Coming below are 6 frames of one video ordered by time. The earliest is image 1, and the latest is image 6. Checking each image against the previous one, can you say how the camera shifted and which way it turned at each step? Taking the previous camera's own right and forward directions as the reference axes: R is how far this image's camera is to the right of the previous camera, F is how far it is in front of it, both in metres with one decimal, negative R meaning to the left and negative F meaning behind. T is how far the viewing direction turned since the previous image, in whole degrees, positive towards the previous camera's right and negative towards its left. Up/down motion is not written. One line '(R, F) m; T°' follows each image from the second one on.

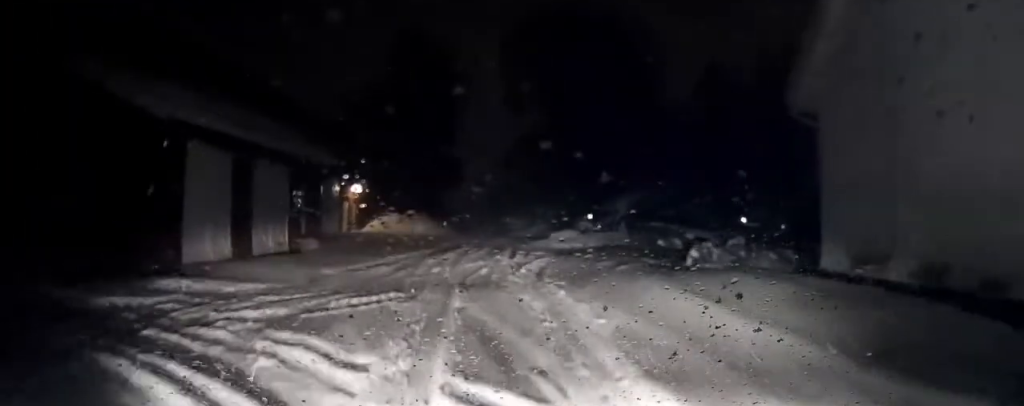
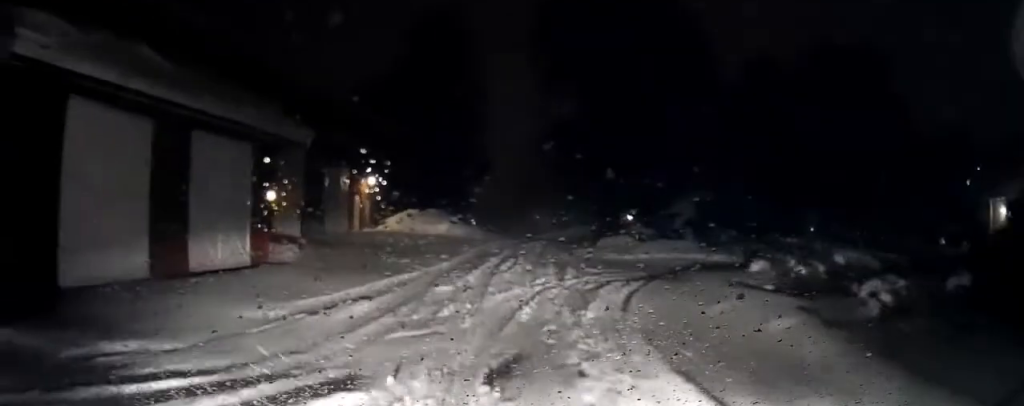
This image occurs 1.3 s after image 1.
(-0.2, +4.8) m; -4°
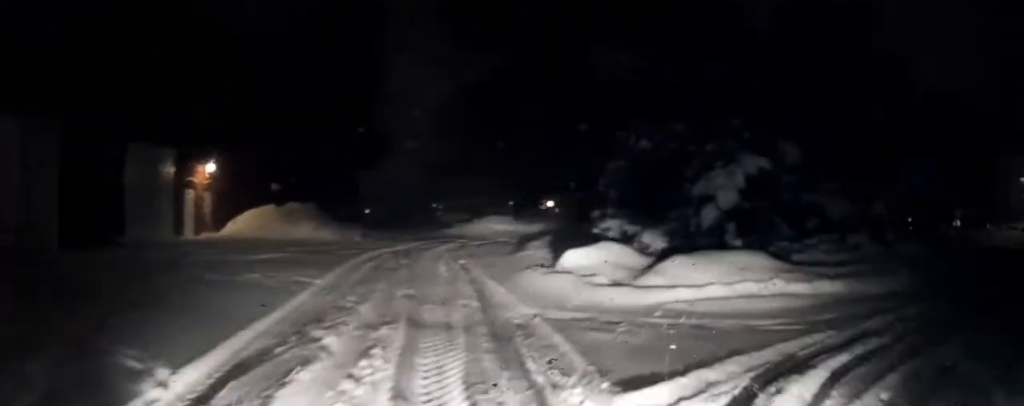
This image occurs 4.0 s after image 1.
(+0.5, +9.2) m; +15°
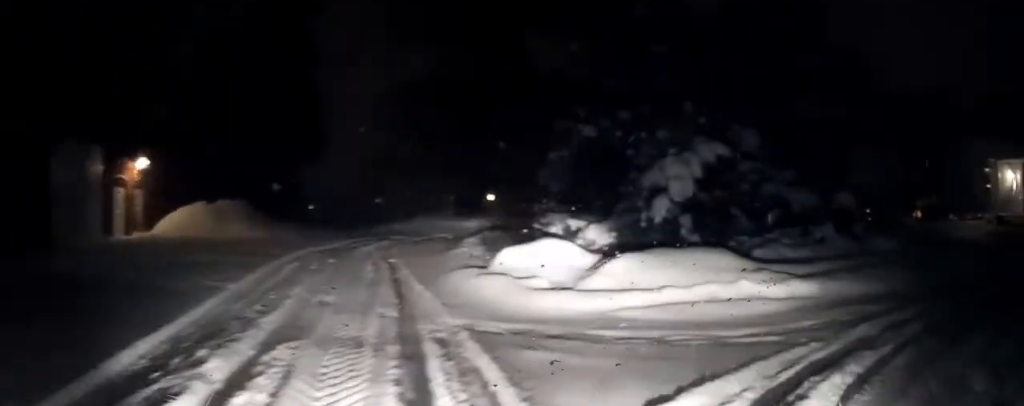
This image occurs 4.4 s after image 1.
(0.0, +1.0) m; +5°
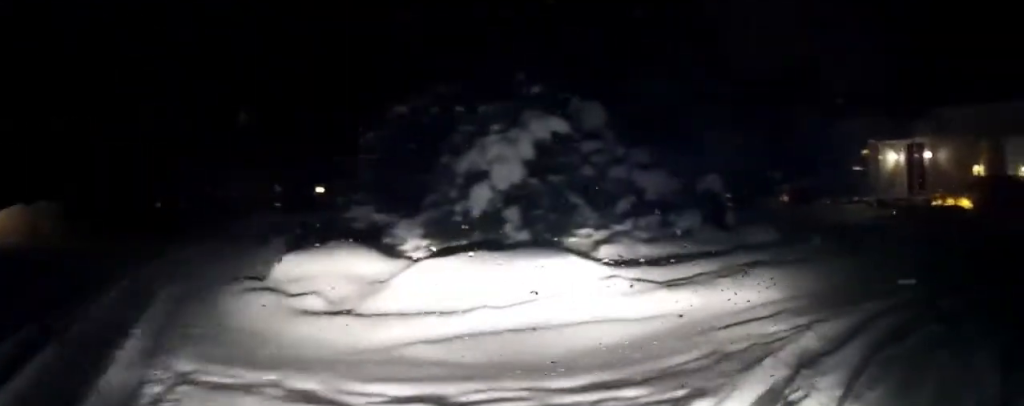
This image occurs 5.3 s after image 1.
(+0.1, +1.9) m; +16°
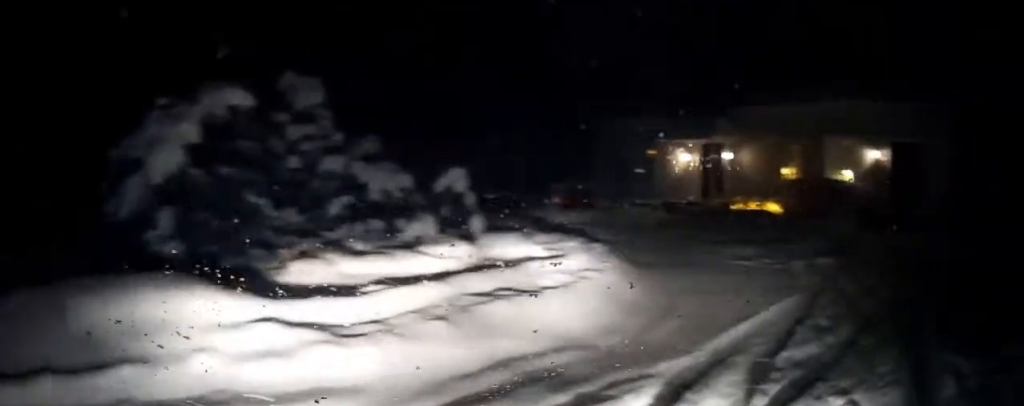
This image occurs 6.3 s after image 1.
(+0.6, +1.9) m; +32°
